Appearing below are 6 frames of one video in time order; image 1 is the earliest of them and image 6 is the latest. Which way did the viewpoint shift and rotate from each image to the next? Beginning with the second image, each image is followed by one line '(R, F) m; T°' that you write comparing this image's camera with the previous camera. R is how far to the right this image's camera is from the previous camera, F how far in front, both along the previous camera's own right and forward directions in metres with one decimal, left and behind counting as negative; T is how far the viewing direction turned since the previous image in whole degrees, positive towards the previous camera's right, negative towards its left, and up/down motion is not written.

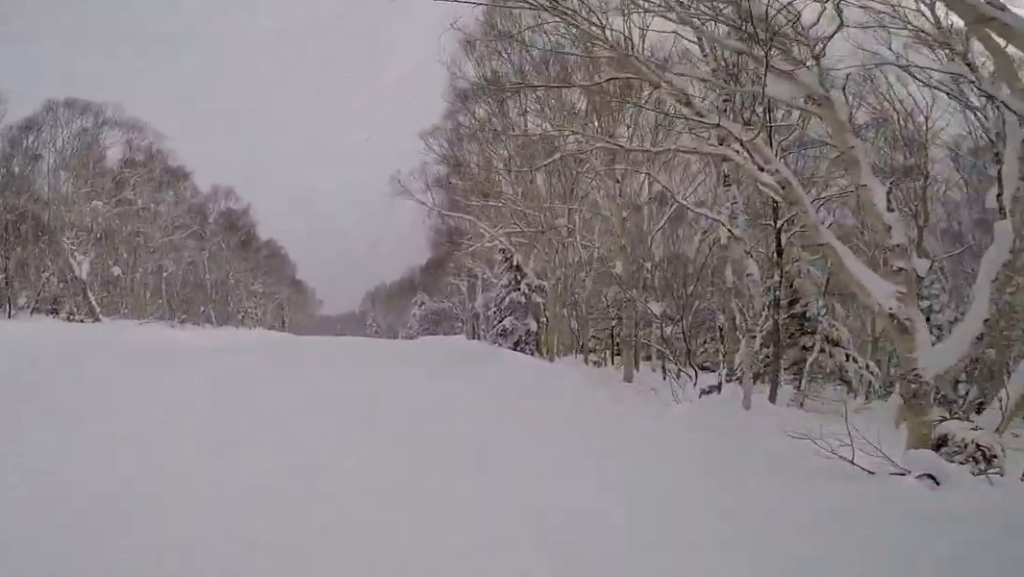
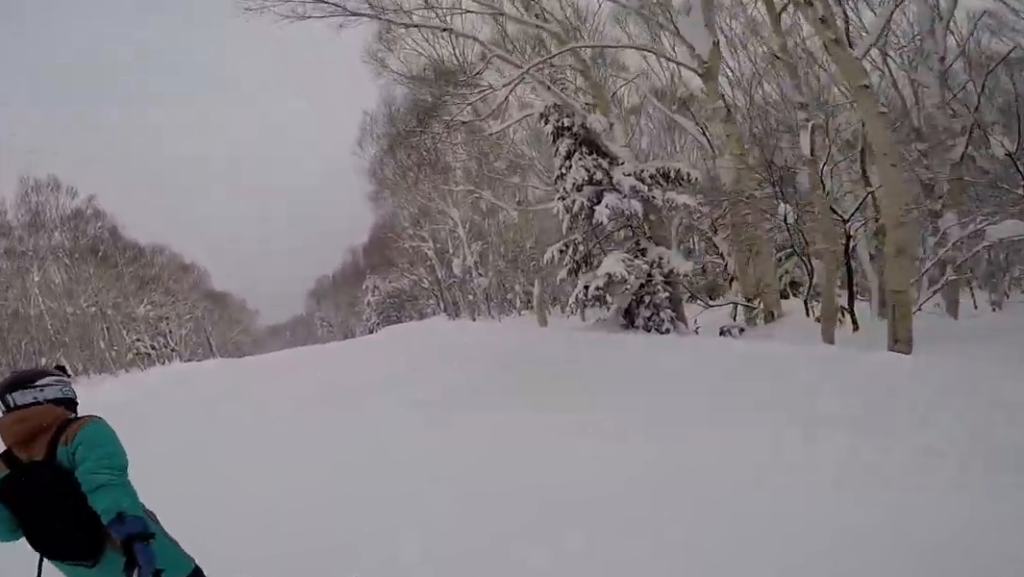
(-1.0, +13.6) m; -9°
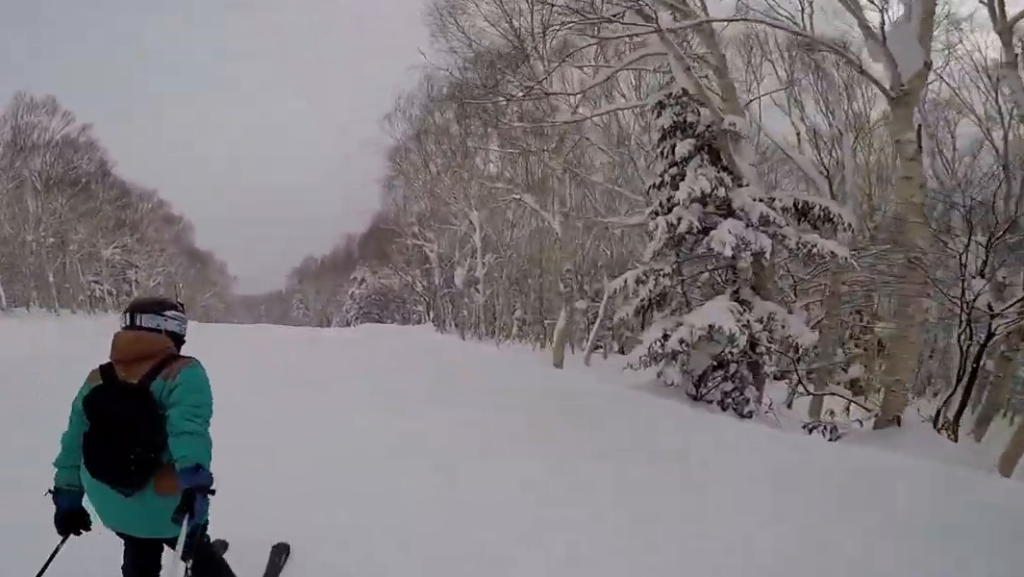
(0.0, +2.8) m; 0°
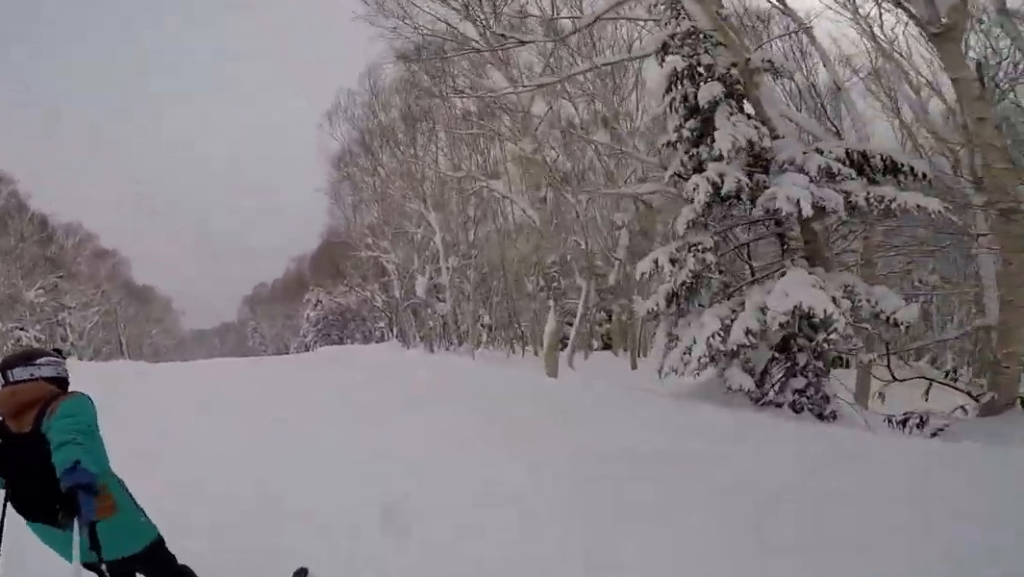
(0.0, +2.1) m; 0°
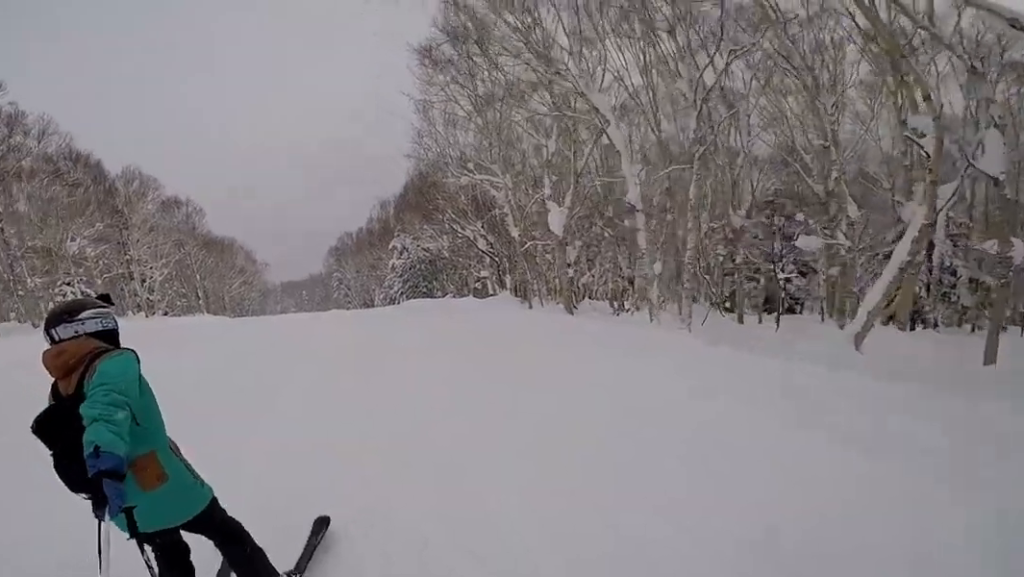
(0.0, +7.0) m; 0°
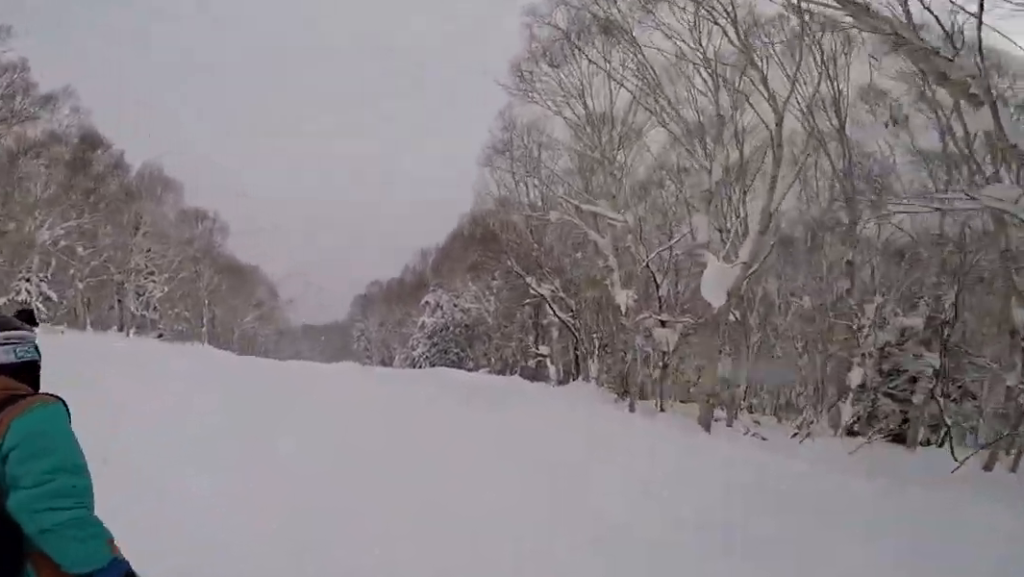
(0.0, +6.0) m; 0°
